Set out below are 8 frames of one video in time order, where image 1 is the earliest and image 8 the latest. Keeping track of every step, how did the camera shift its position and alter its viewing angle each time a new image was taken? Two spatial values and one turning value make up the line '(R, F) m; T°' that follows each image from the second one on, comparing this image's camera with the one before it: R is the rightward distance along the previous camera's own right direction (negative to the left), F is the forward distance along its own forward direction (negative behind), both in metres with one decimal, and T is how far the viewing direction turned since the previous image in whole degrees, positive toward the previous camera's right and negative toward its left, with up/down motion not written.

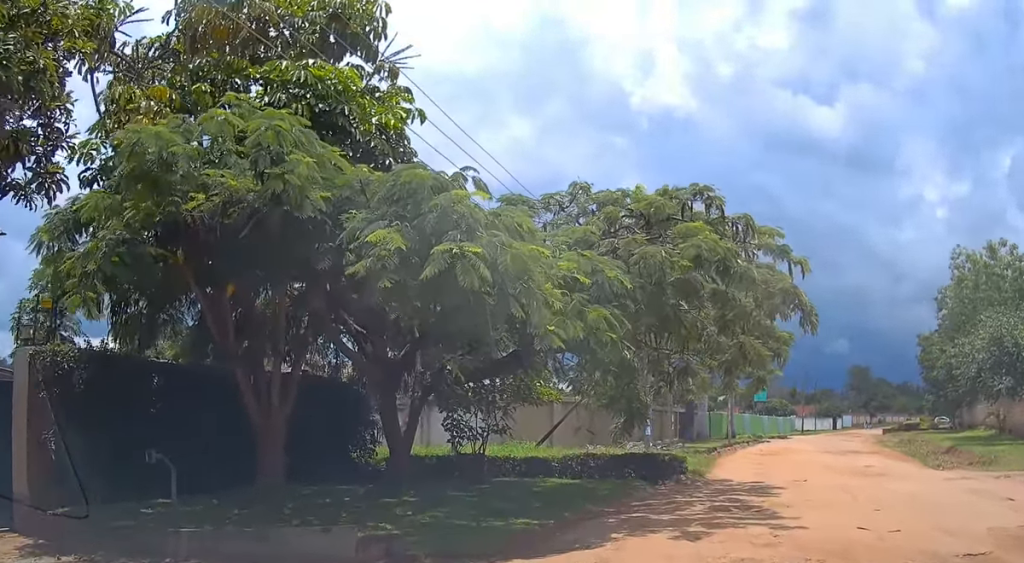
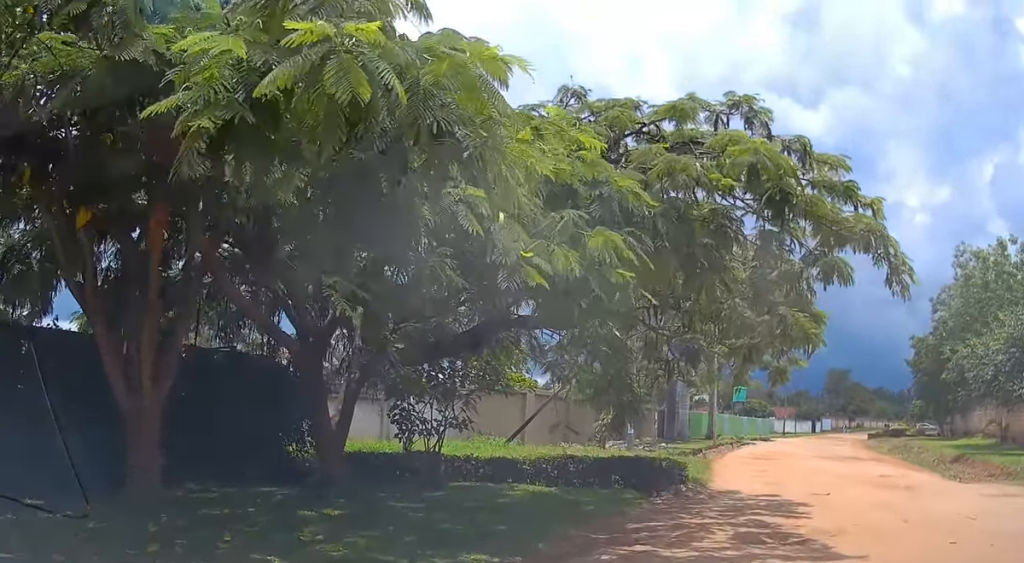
(0.0, +2.7) m; +6°
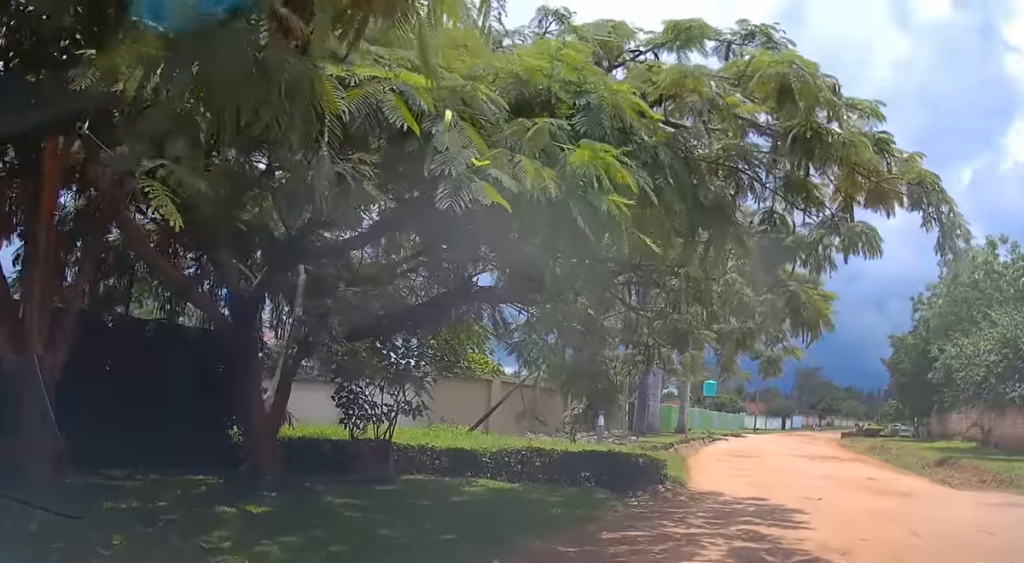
(+0.1, +1.3) m; +3°
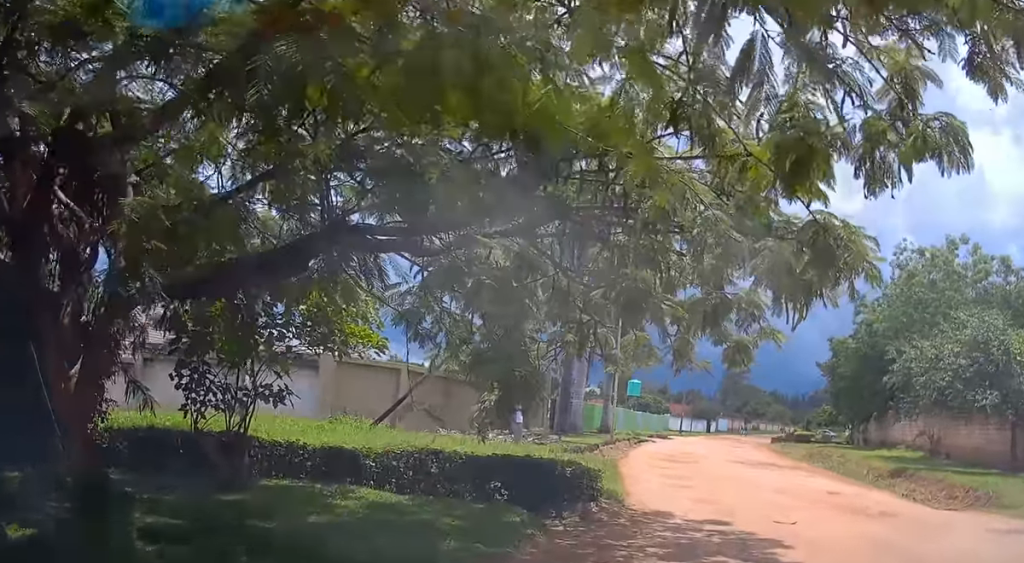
(+0.1, +2.6) m; +3°
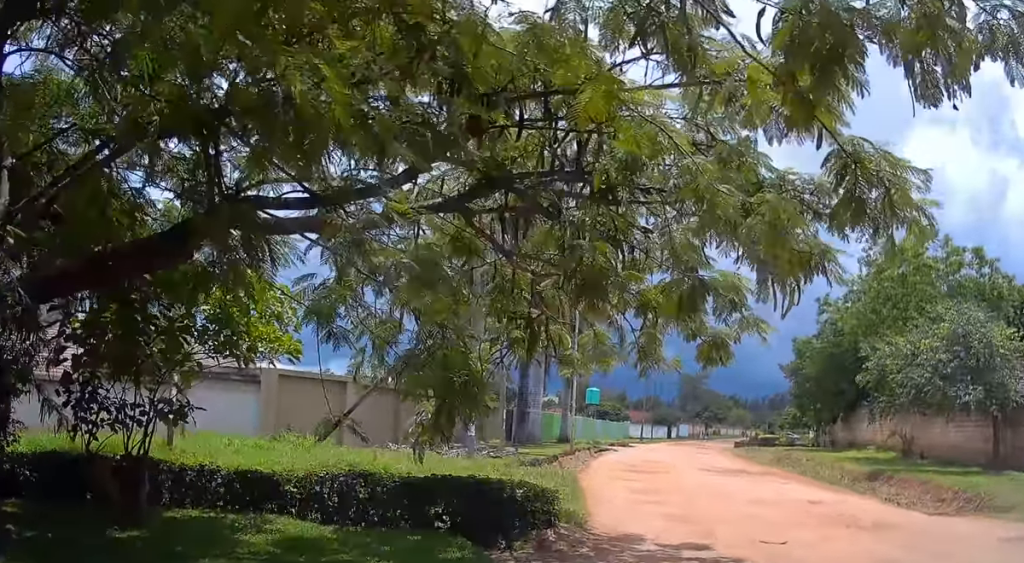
(-0.2, +1.4) m; +3°
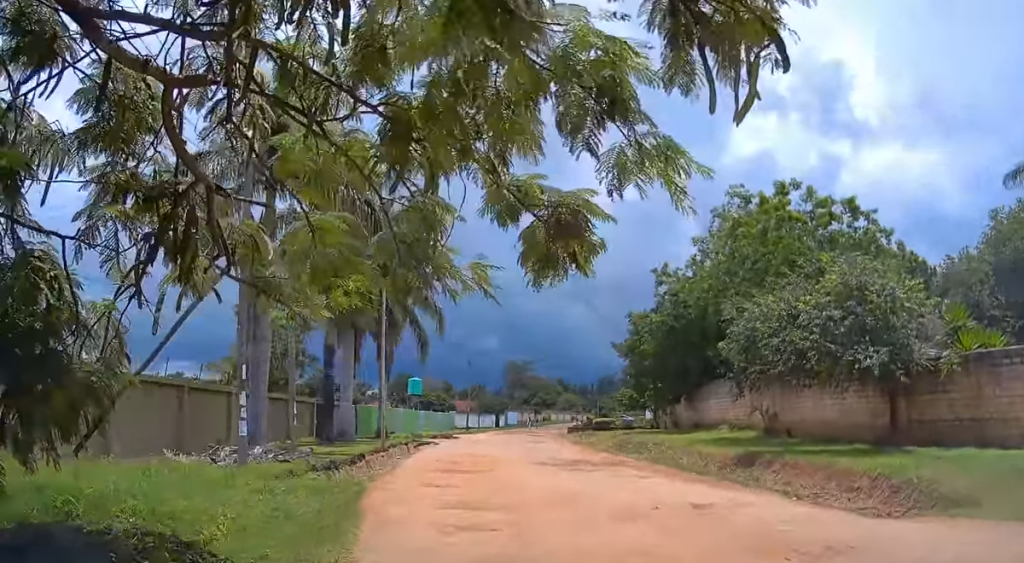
(+1.2, +4.1) m; +22°
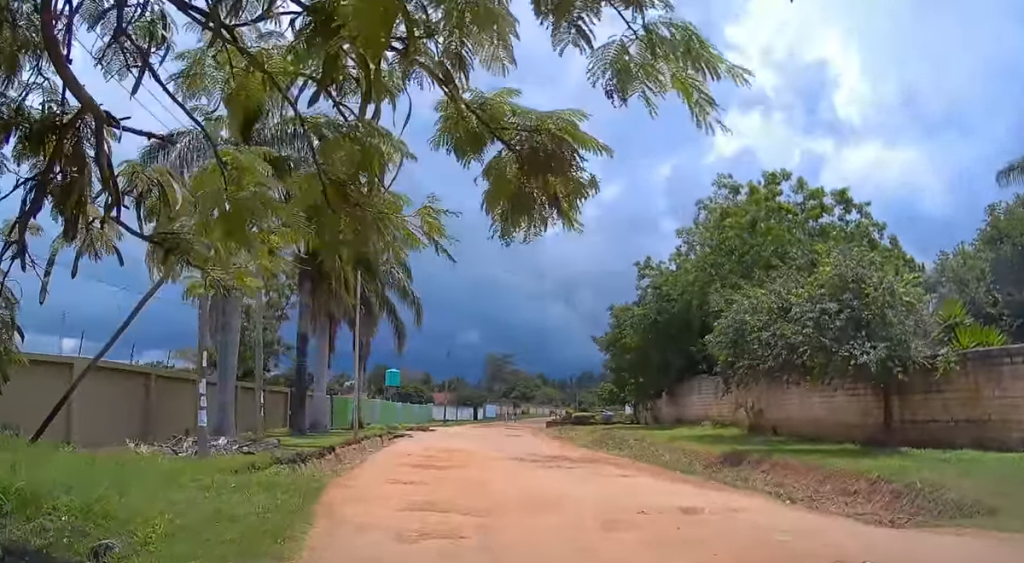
(0.0, +1.0) m; 0°
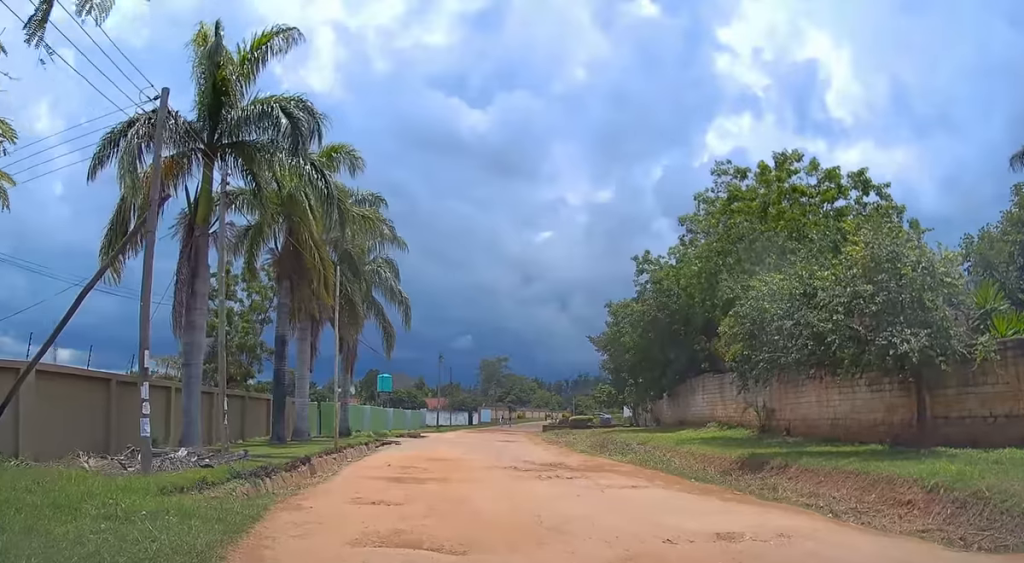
(-0.1, +2.2) m; -6°
